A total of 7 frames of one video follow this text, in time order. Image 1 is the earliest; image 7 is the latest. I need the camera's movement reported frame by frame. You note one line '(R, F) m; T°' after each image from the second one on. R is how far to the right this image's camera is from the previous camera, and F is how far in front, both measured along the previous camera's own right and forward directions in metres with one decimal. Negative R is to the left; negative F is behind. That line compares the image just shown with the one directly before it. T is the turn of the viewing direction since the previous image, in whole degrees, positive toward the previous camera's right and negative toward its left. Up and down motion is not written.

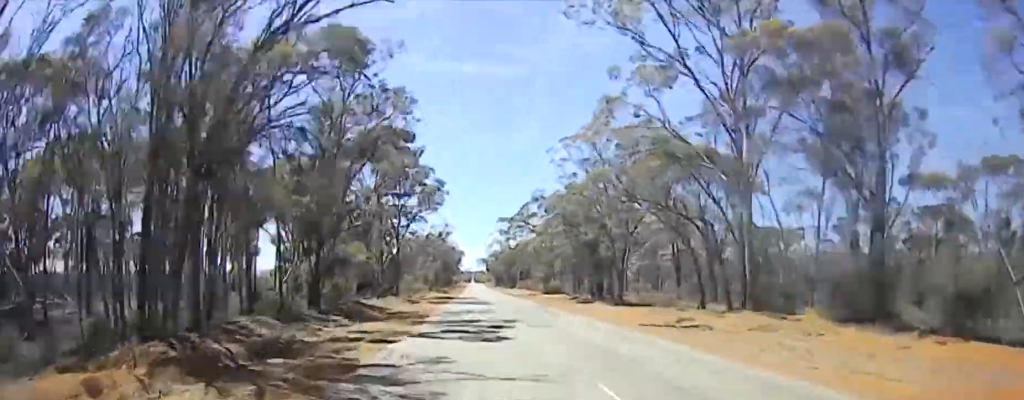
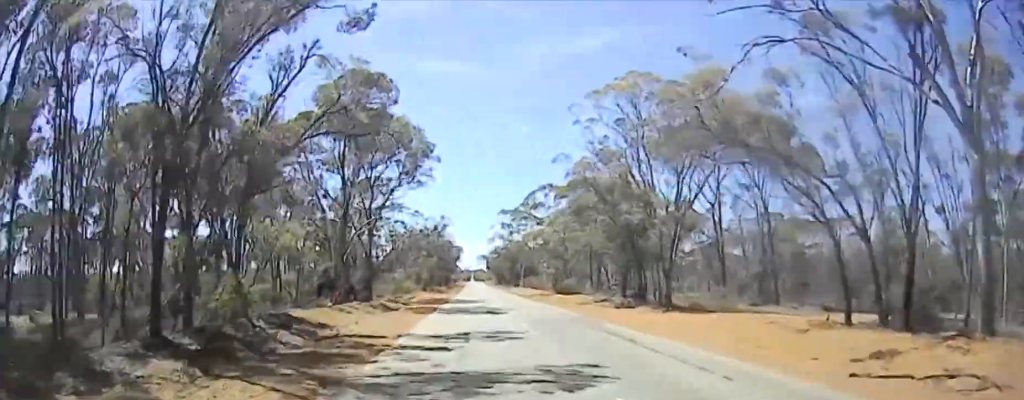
(-0.1, +14.4) m; +1°
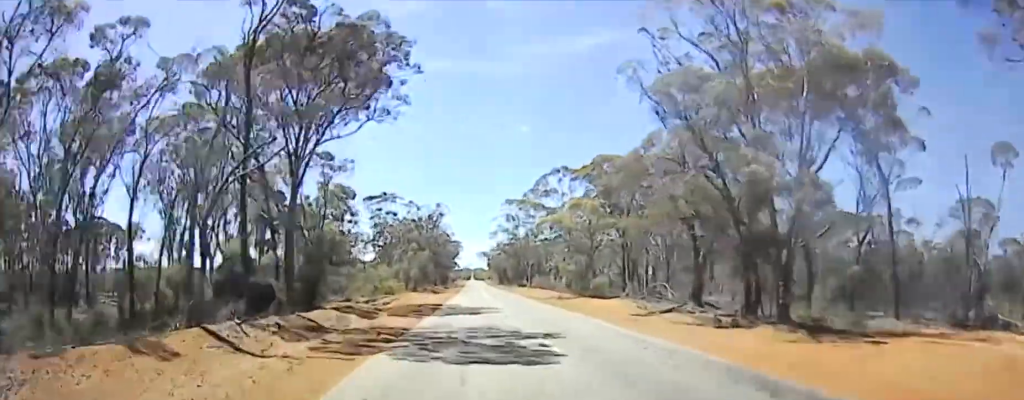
(-0.1, +16.5) m; +1°
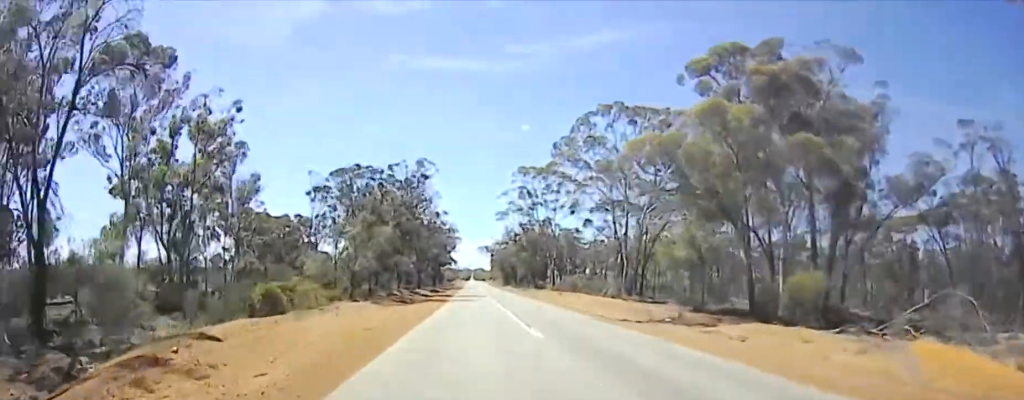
(+0.9, +40.1) m; 0°
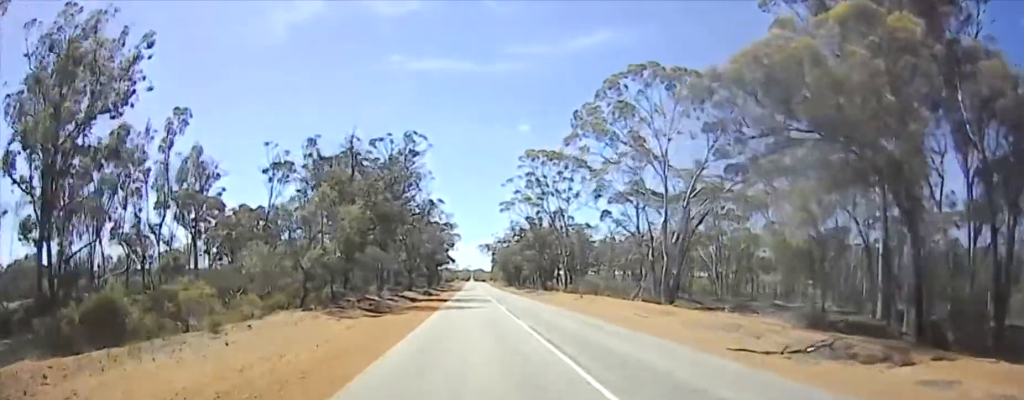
(+0.2, +13.9) m; -1°
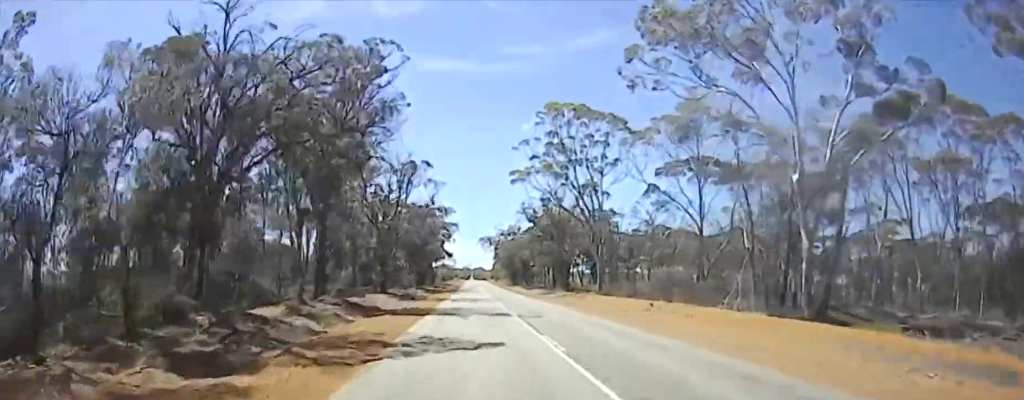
(-0.8, +21.8) m; -1°
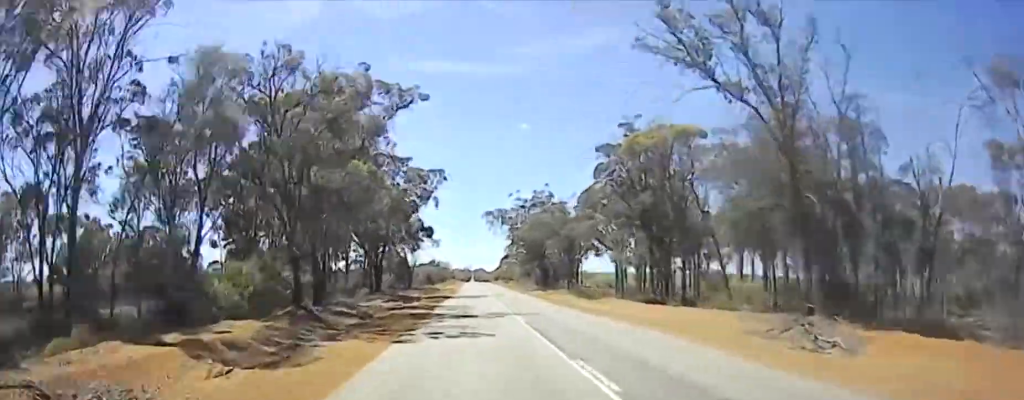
(+0.9, +47.2) m; +2°
